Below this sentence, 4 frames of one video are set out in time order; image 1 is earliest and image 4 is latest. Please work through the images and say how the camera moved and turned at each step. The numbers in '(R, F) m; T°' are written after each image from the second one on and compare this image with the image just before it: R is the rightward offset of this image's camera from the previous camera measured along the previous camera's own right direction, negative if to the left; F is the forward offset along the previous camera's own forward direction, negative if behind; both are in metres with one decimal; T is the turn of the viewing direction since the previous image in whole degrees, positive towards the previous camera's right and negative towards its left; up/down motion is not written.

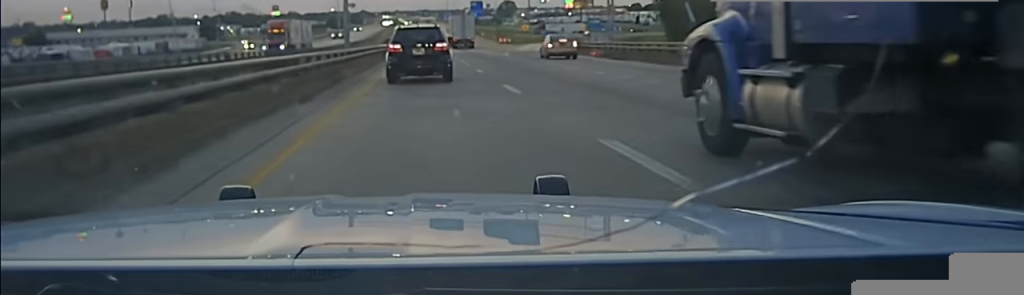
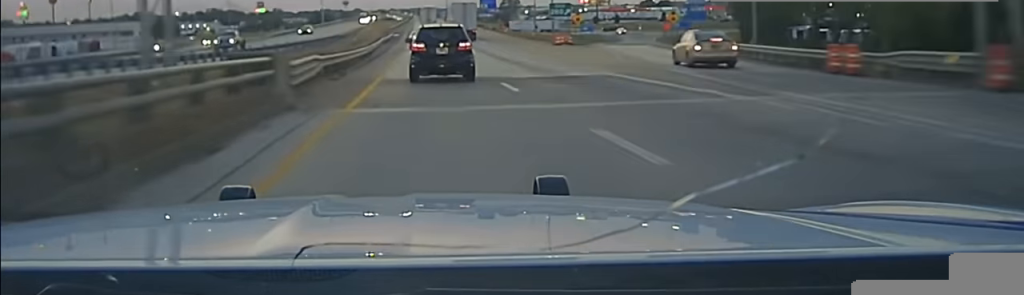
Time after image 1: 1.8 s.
(0.0, +56.8) m; 0°
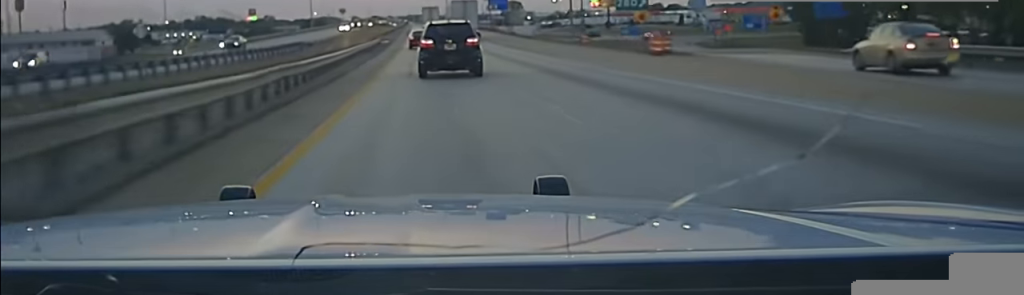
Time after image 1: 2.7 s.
(0.0, +29.9) m; 0°
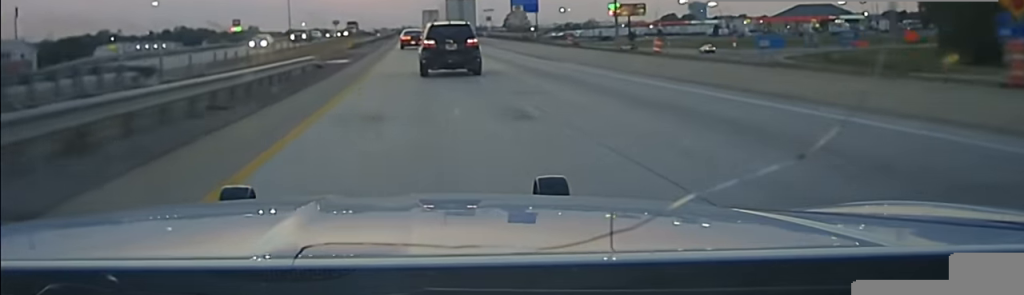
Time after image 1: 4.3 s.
(0.0, +46.9) m; 0°
